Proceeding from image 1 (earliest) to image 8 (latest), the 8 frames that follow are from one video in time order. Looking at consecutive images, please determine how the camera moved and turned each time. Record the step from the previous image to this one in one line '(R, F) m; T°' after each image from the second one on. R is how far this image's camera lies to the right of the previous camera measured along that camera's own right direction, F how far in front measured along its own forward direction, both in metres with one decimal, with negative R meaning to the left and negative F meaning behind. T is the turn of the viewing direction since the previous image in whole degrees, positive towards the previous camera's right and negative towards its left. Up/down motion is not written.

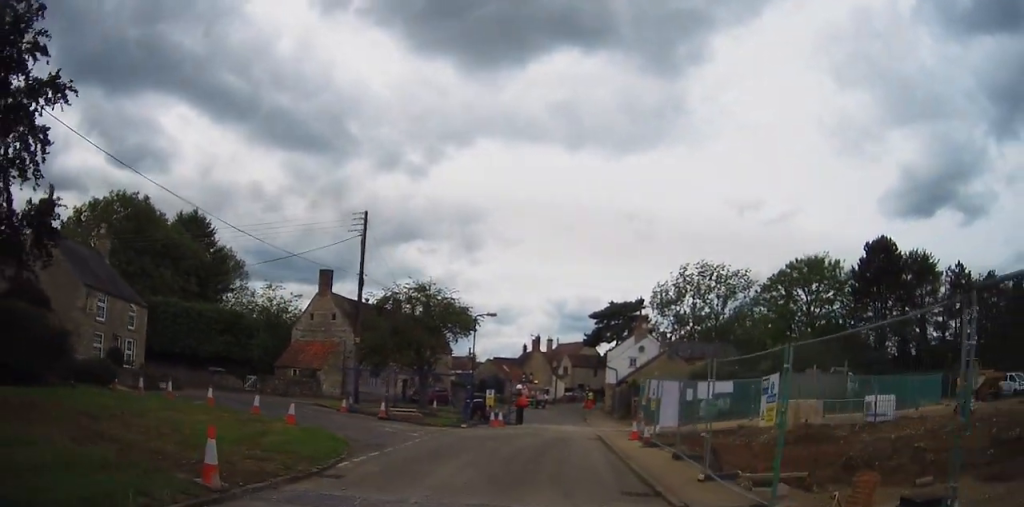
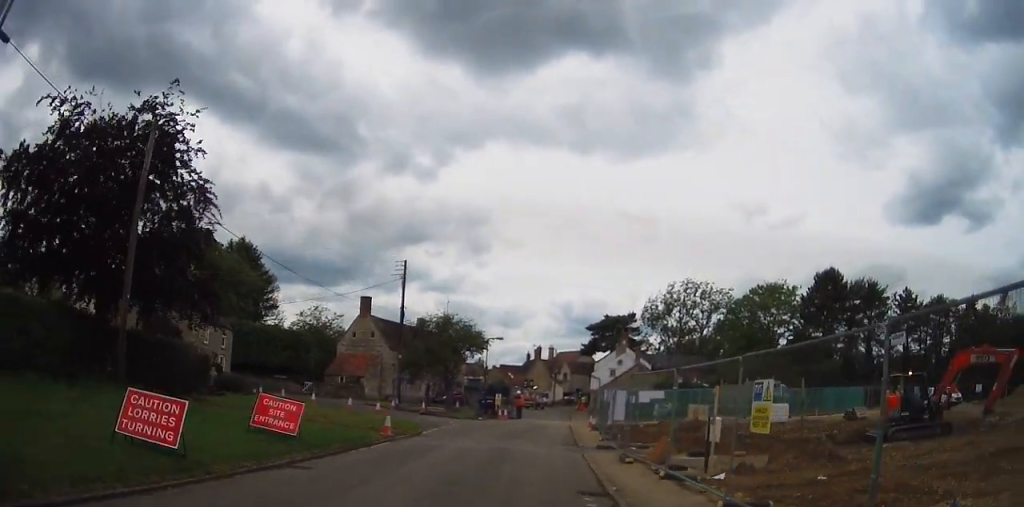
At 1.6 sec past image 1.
(0.0, +11.1) m; -2°
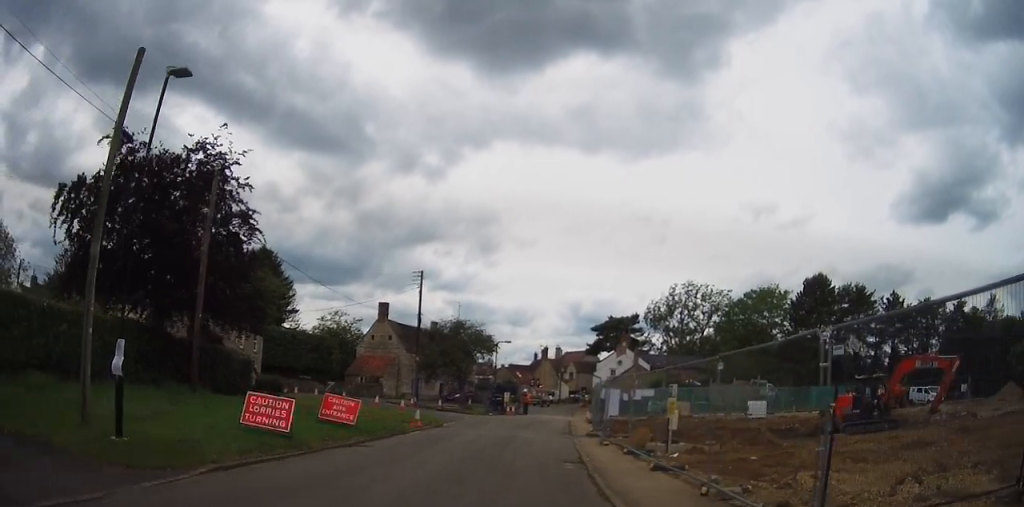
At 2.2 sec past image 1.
(-0.1, +4.3) m; -1°
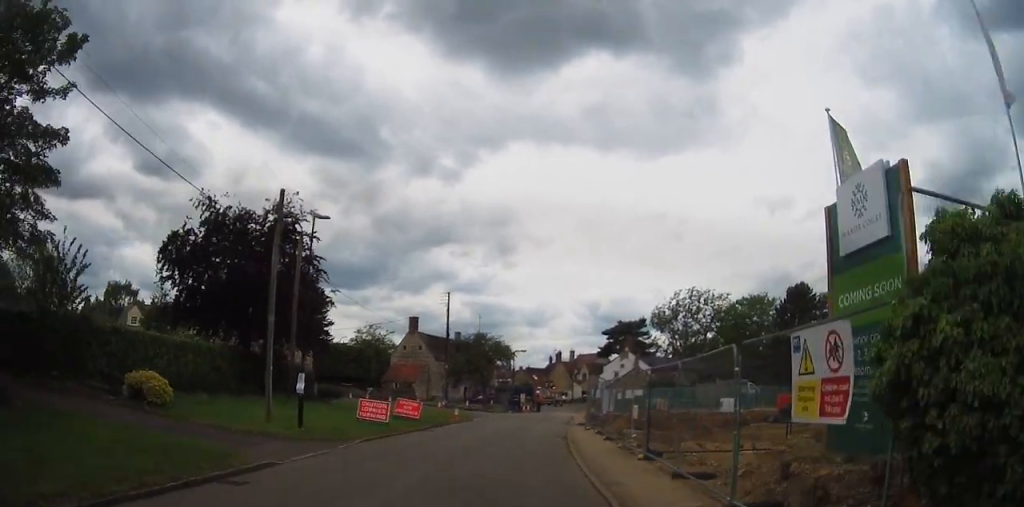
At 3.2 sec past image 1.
(+0.2, +8.5) m; -2°
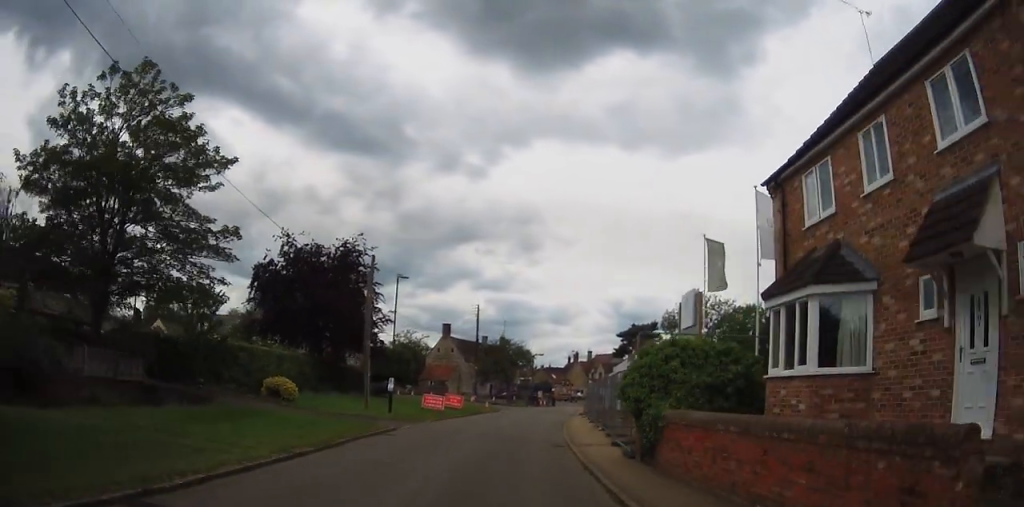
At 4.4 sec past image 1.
(-0.6, +10.1) m; -3°
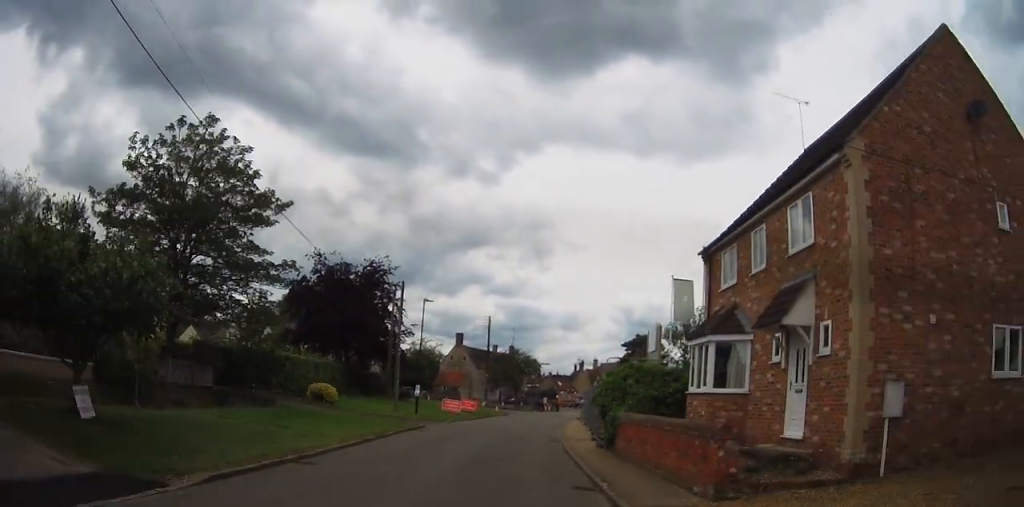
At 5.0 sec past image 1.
(-0.1, +5.7) m; +2°
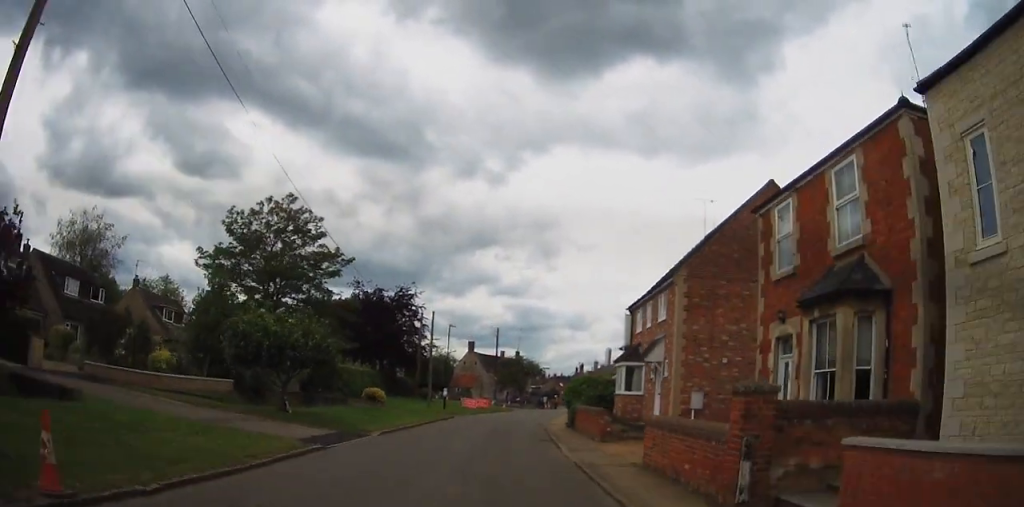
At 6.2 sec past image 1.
(+0.5, +12.1) m; 0°
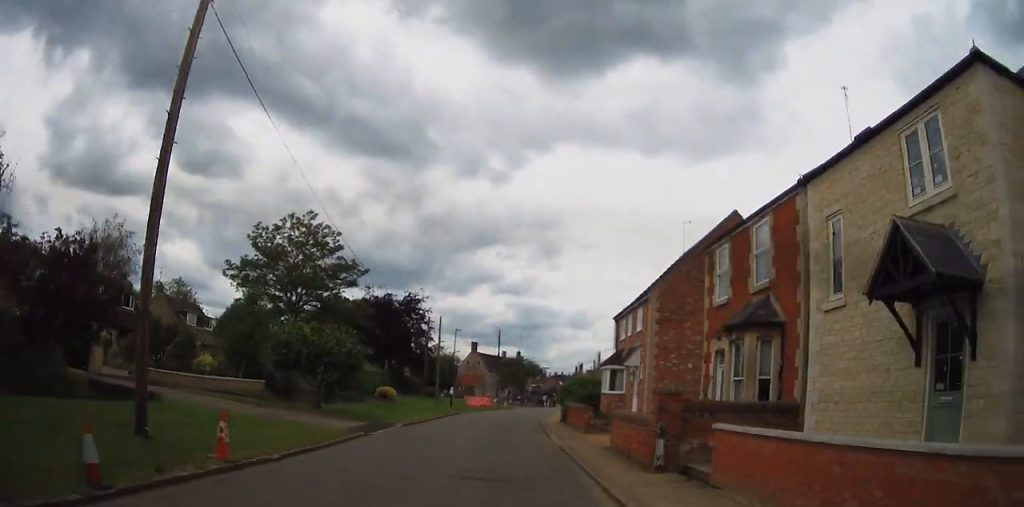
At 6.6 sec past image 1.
(-0.2, +4.3) m; -1°
